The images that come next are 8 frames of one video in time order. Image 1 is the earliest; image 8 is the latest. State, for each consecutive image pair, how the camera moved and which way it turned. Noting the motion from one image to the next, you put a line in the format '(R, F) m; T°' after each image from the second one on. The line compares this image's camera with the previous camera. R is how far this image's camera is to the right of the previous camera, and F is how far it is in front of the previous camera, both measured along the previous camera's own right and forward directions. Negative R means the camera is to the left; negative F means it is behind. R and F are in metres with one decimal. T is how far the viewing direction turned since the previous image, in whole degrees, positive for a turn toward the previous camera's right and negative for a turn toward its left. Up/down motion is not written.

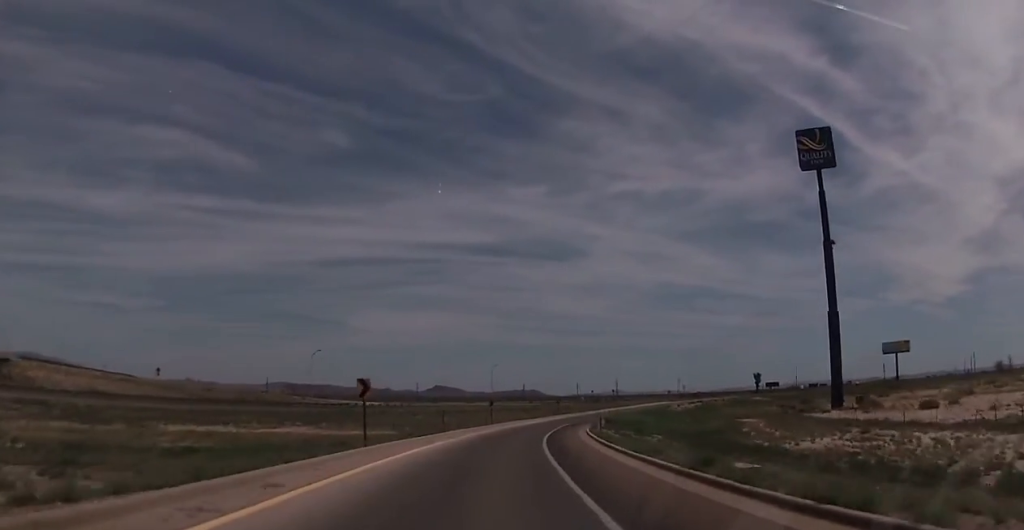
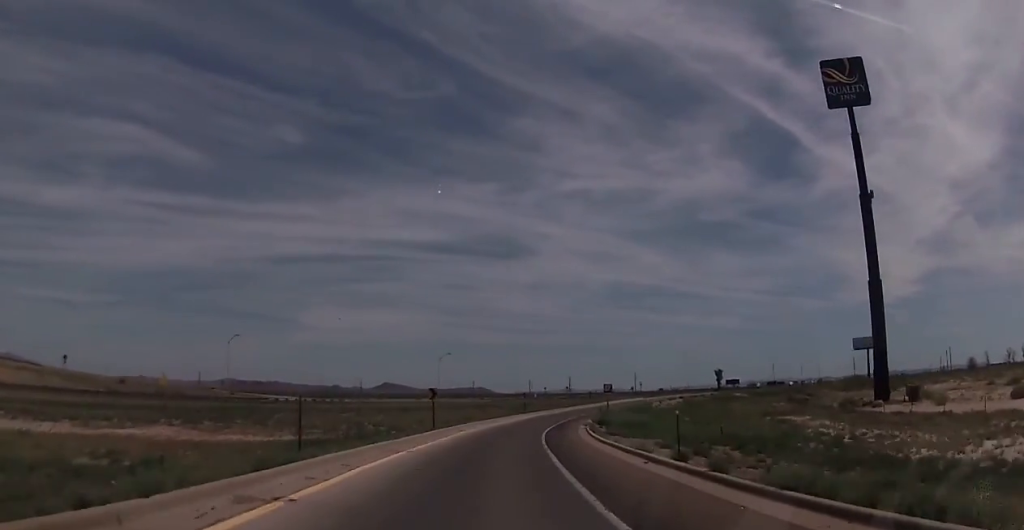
(+0.5, +22.4) m; +3°
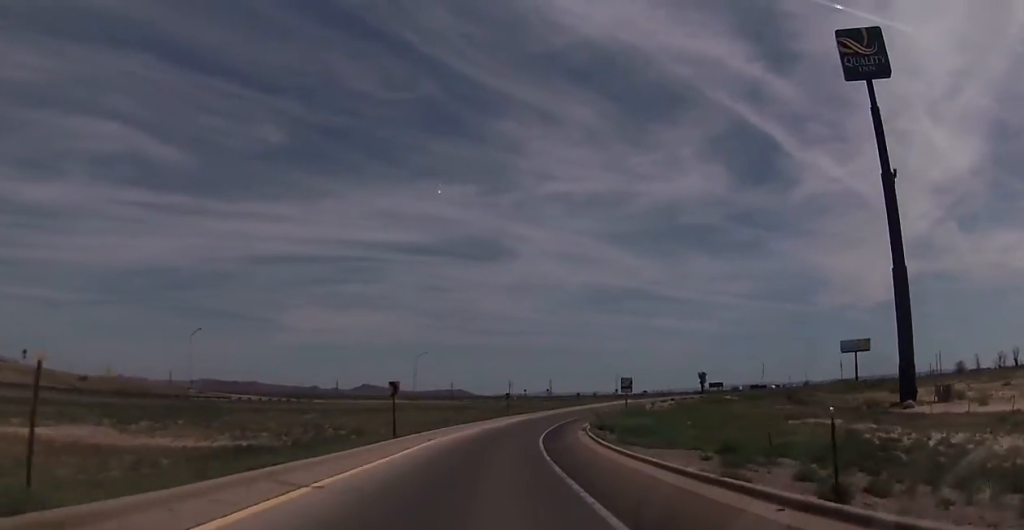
(+0.1, +8.6) m; +1°
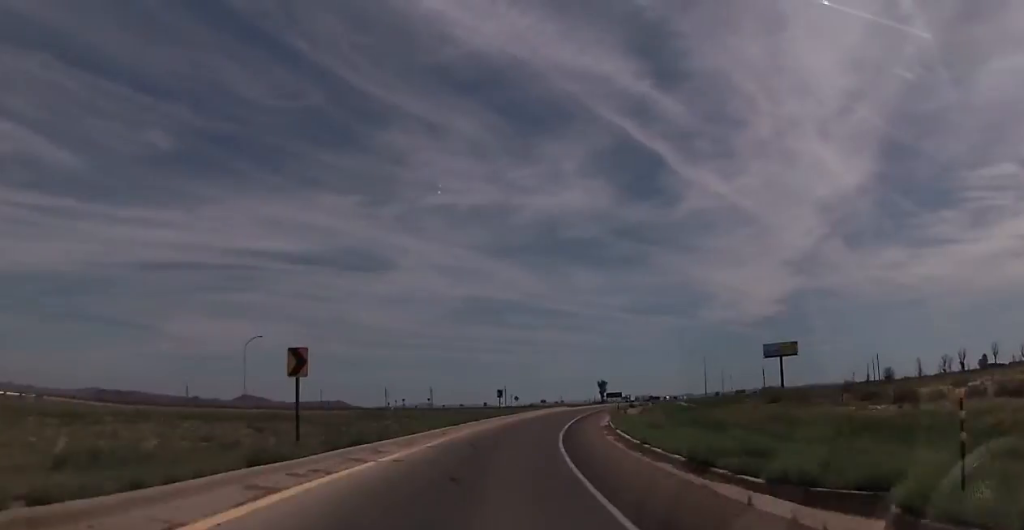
(+4.2, +49.3) m; +10°
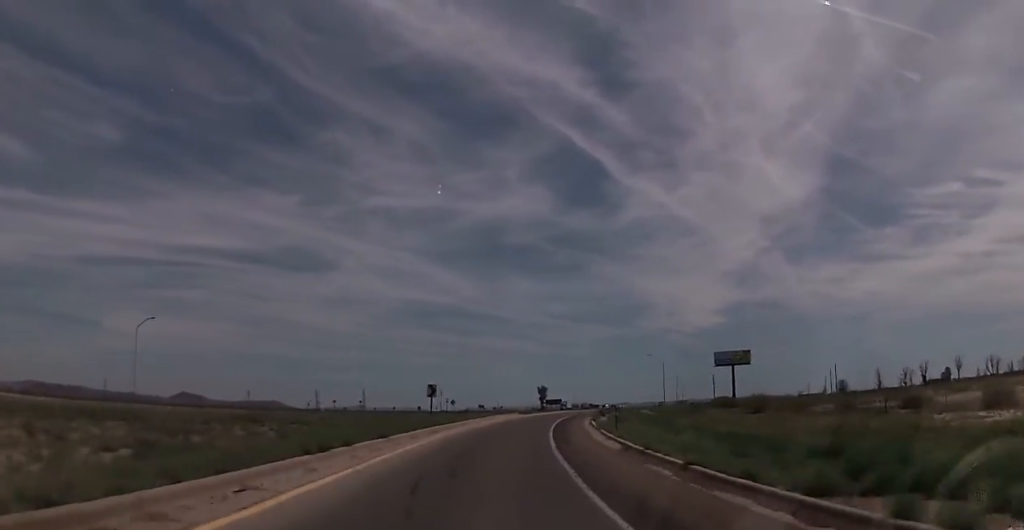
(+0.7, +18.7) m; +5°
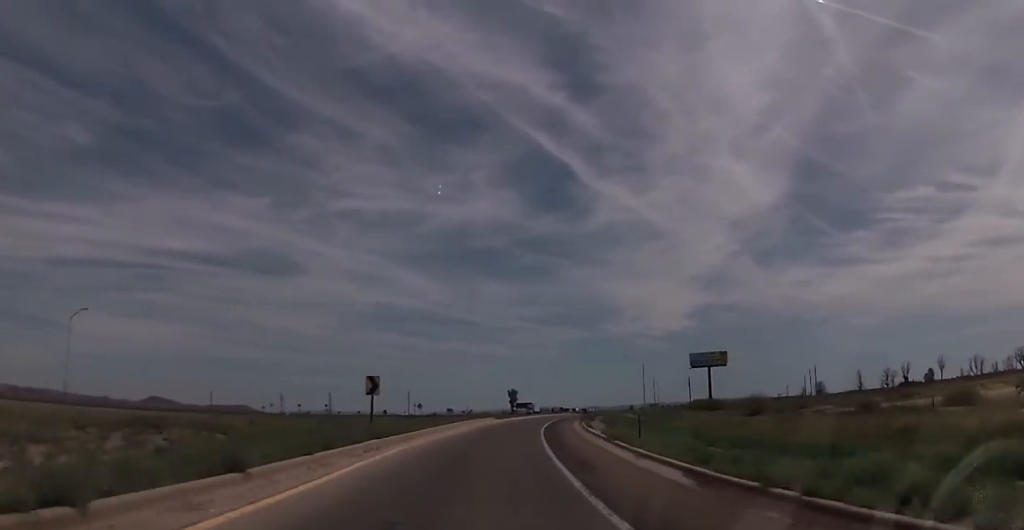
(+0.2, +10.4) m; +3°
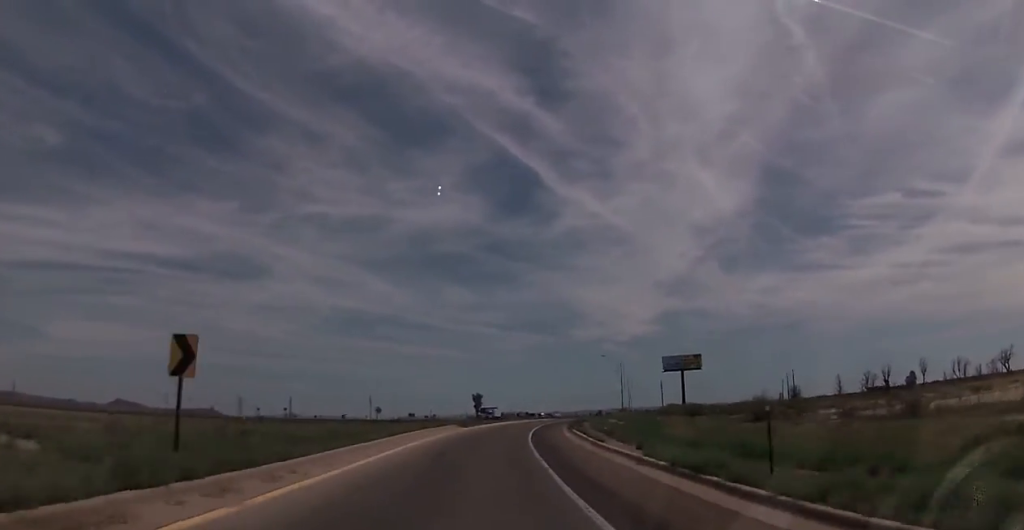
(+0.4, +12.9) m; +3°
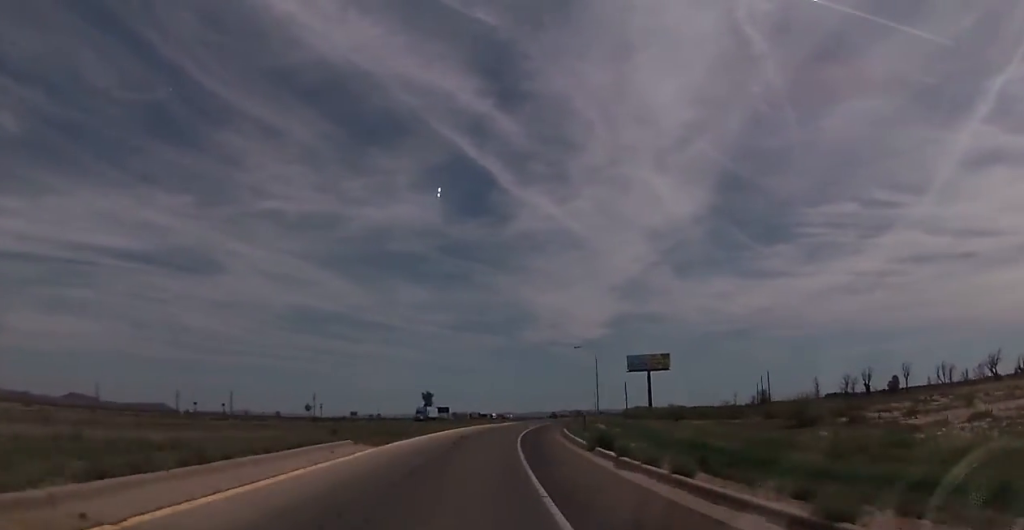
(+1.1, +23.8) m; +4°
